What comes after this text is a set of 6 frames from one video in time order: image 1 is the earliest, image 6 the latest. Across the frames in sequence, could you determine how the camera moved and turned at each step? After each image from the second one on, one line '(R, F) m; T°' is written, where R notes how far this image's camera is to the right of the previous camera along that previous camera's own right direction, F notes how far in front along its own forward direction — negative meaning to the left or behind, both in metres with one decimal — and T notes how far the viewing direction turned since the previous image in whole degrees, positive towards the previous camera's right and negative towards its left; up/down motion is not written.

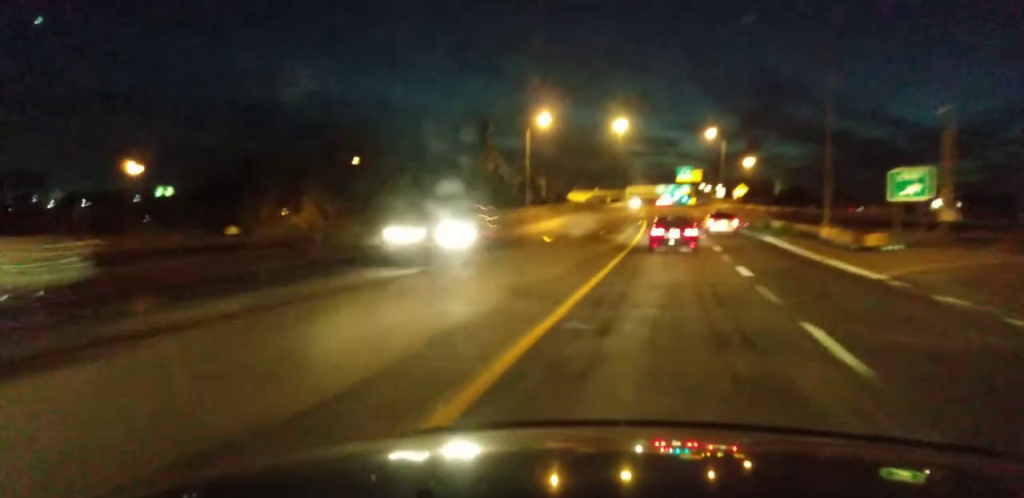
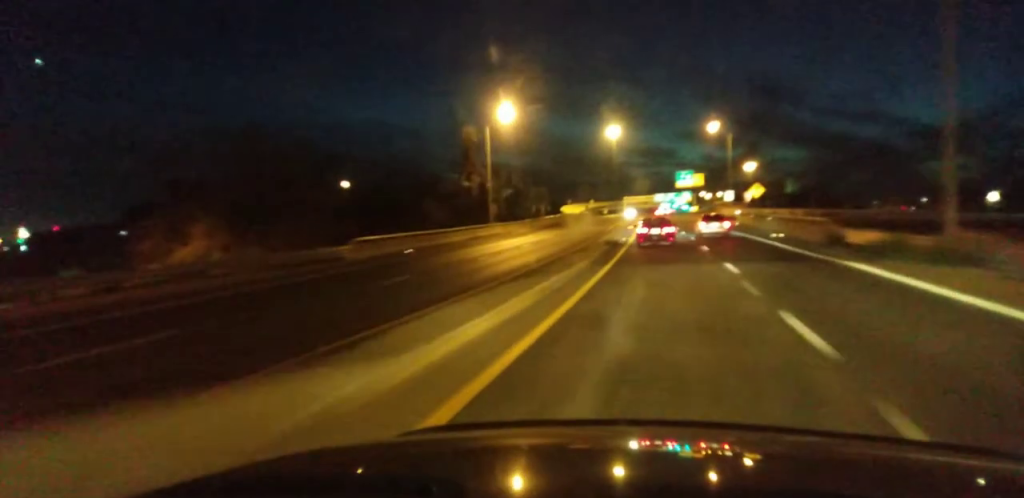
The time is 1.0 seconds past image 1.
(+0.2, +23.0) m; 0°
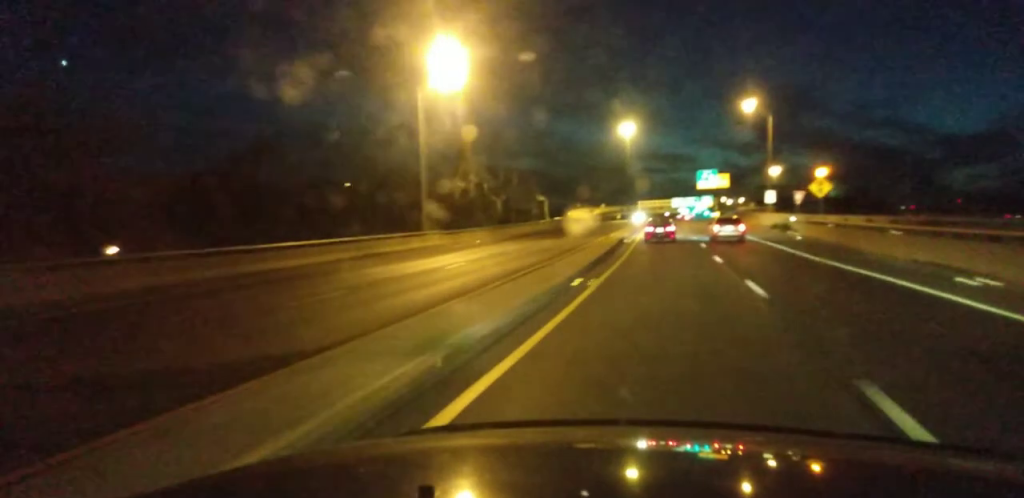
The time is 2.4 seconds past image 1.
(-0.5, +30.4) m; -1°
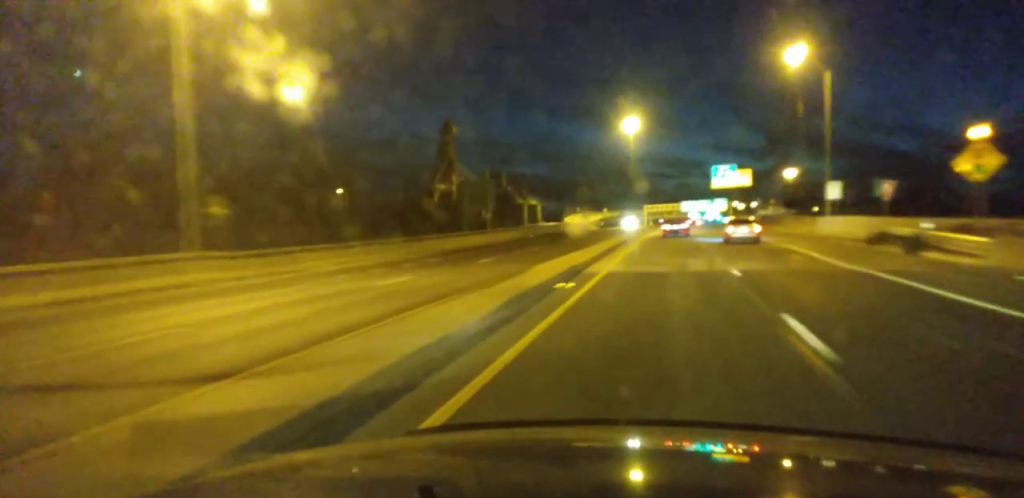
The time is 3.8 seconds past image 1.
(+0.4, +31.9) m; +1°
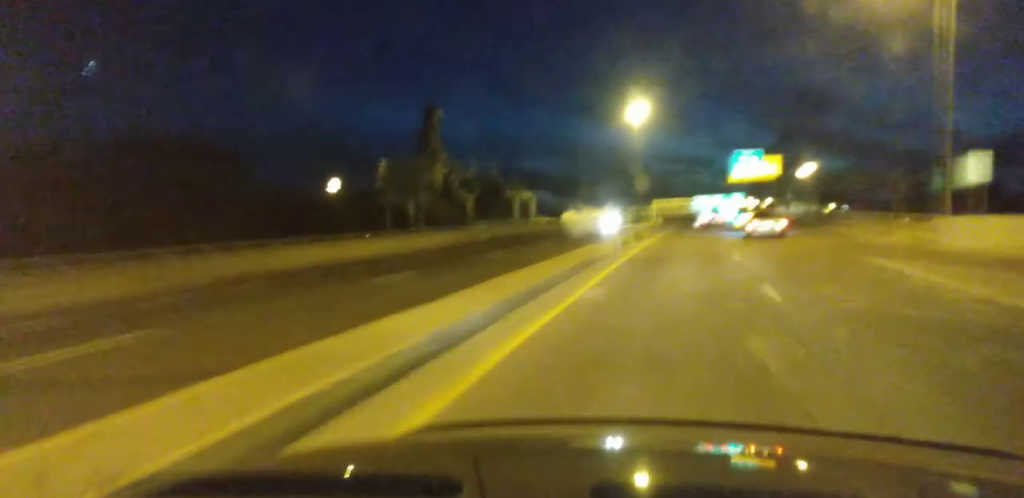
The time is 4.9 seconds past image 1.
(-0.2, +24.1) m; 0°
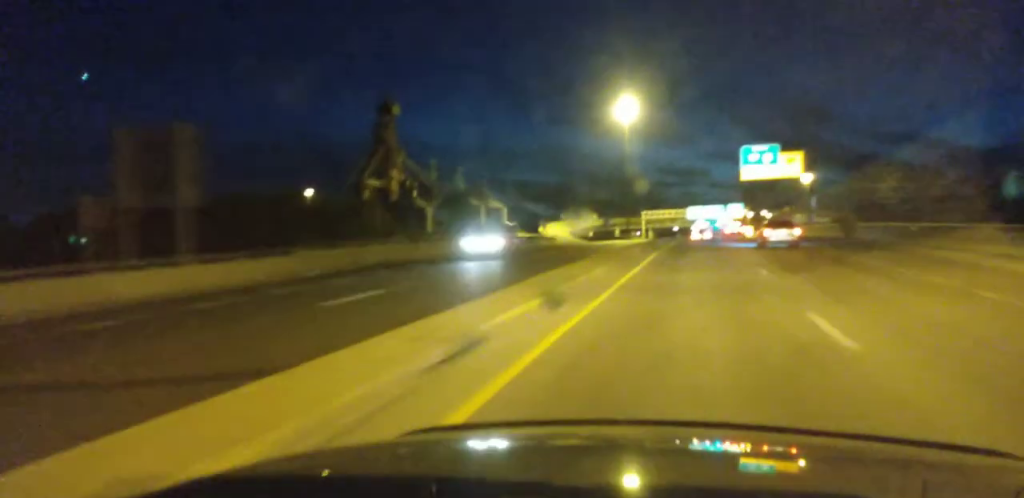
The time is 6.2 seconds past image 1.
(+0.2, +27.6) m; +1°
